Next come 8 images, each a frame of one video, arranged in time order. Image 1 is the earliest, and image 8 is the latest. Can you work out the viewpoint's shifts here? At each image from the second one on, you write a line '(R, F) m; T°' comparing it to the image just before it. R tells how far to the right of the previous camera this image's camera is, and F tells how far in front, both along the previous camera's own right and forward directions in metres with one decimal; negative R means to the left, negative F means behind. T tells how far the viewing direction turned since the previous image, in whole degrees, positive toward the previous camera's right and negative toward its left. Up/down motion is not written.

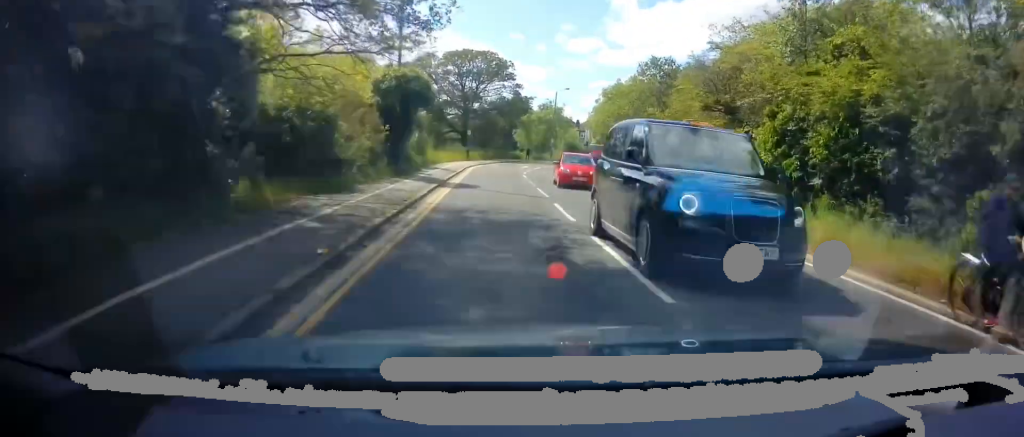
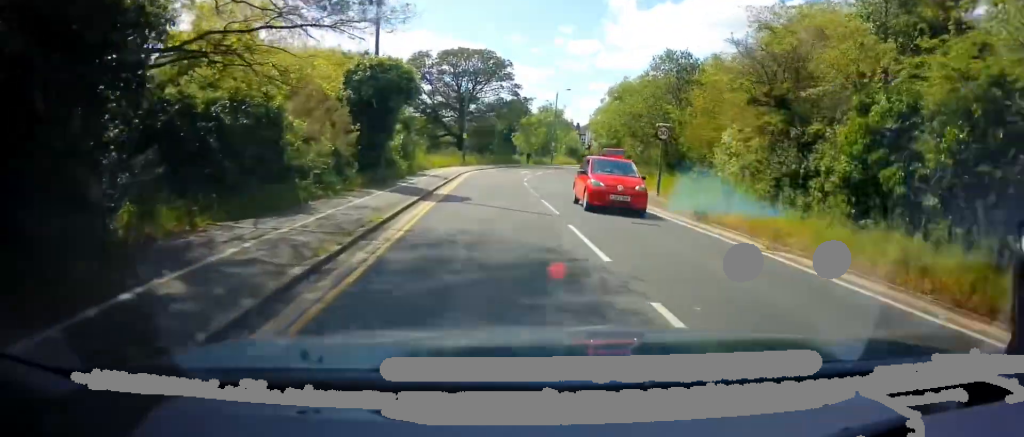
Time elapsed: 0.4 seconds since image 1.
(-0.2, +4.0) m; 0°
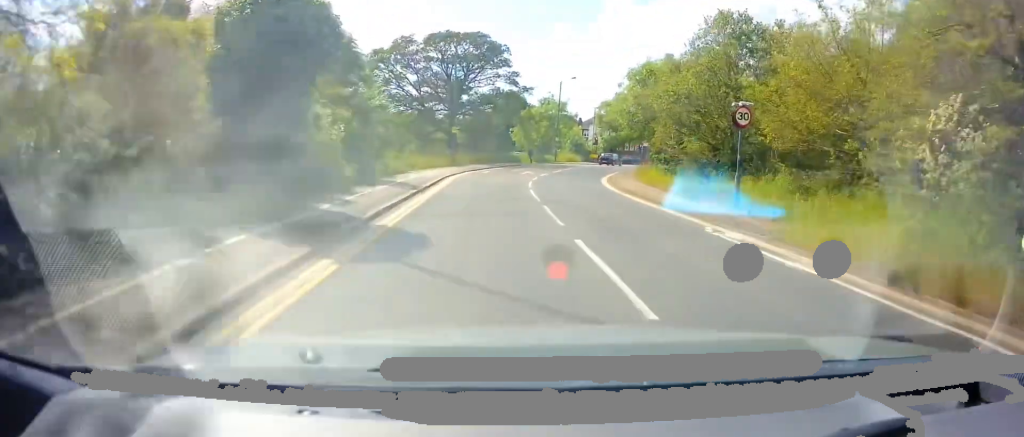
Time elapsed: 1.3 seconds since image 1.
(+0.5, +8.8) m; +3°
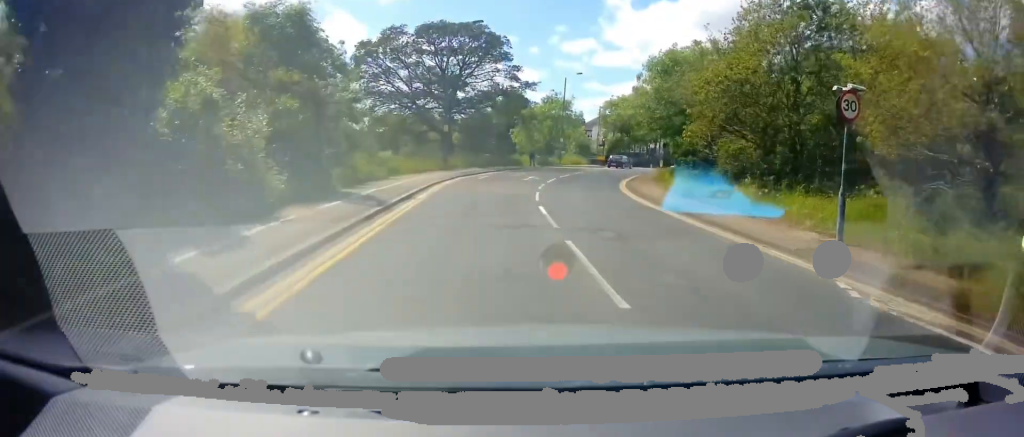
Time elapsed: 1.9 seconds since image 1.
(0.0, +5.4) m; +1°
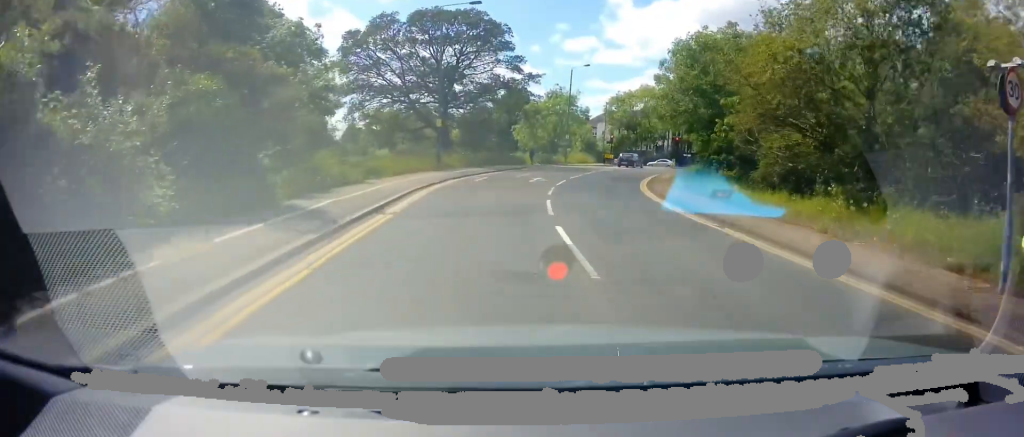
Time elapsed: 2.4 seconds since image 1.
(0.0, +4.5) m; 0°
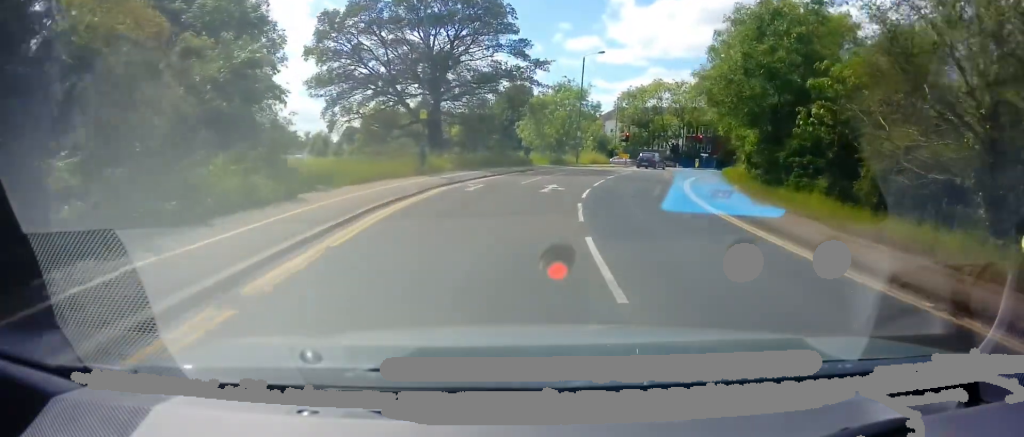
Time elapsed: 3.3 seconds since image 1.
(0.0, +7.2) m; 0°
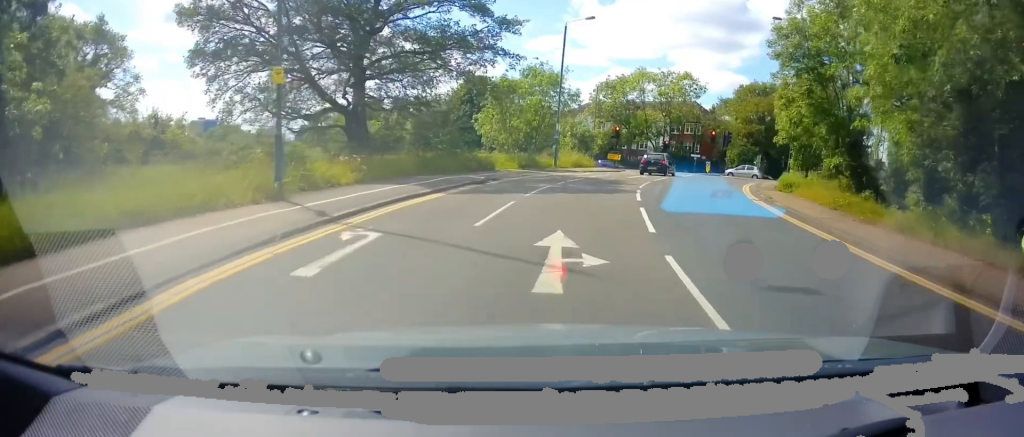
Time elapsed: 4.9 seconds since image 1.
(+0.1, +13.8) m; +1°
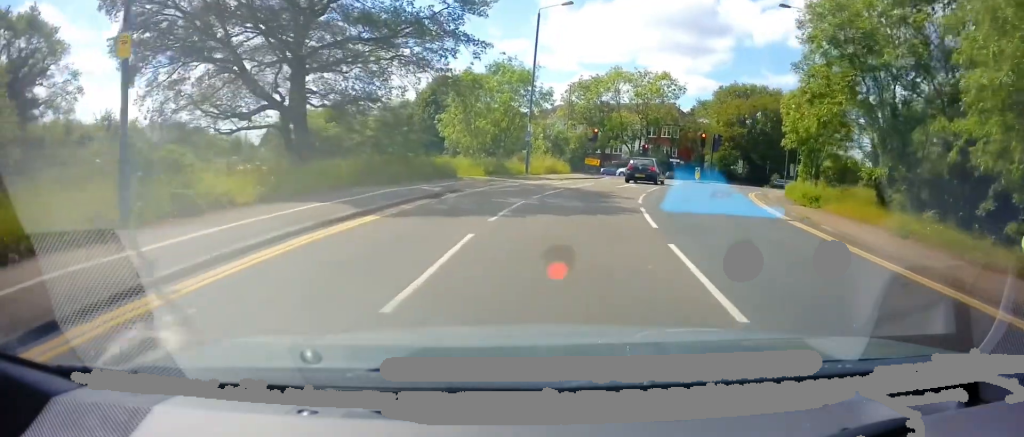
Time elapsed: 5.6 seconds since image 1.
(0.0, +5.0) m; +1°
